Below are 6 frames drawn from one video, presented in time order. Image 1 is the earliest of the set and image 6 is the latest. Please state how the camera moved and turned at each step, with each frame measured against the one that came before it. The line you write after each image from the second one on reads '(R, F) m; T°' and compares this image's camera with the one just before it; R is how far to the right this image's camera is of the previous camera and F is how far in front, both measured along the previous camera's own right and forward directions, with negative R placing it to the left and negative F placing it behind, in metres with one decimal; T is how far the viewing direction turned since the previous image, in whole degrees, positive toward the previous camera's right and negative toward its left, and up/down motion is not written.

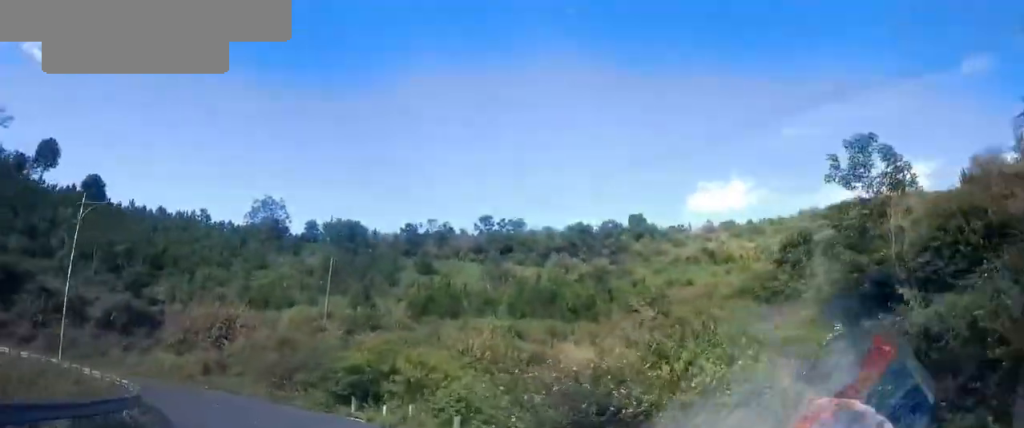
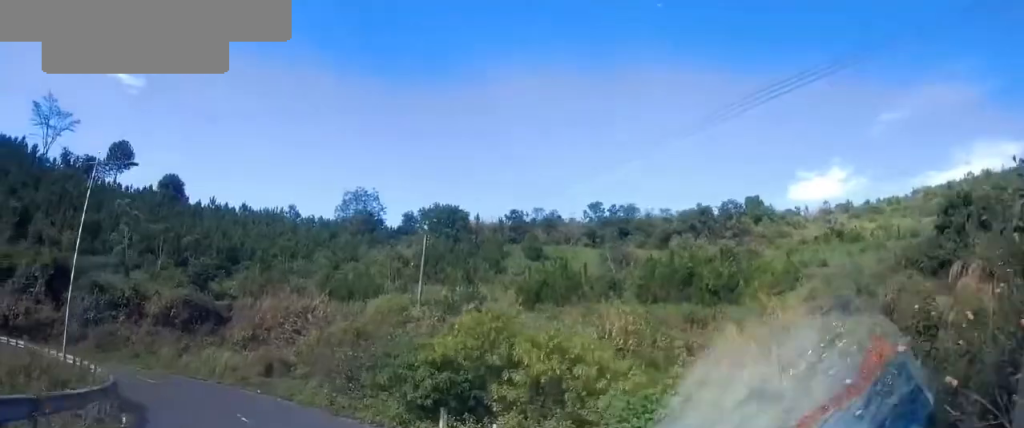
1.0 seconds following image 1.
(-1.6, +6.8) m; -18°
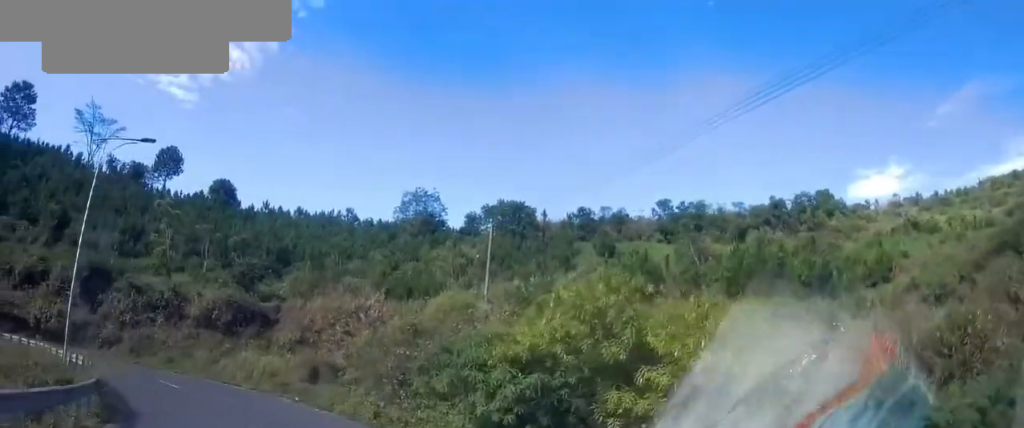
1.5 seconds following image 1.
(-0.2, +3.7) m; -3°
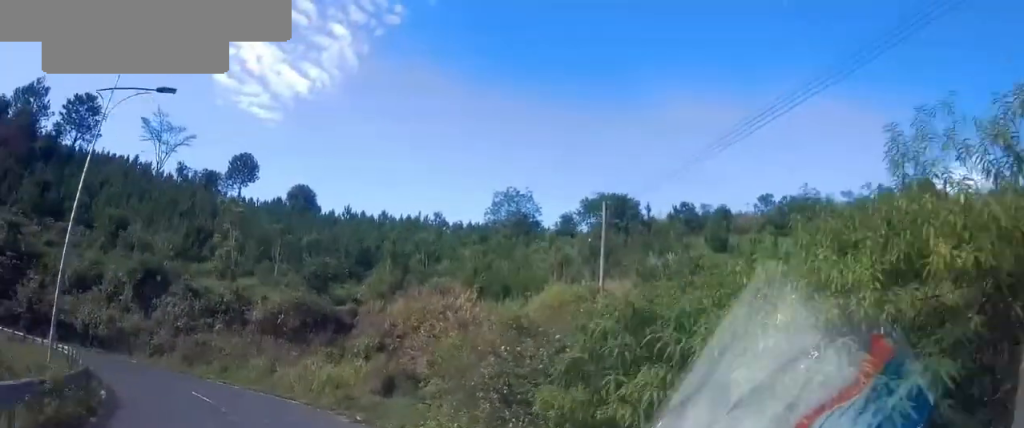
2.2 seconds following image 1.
(-0.2, +5.3) m; -5°
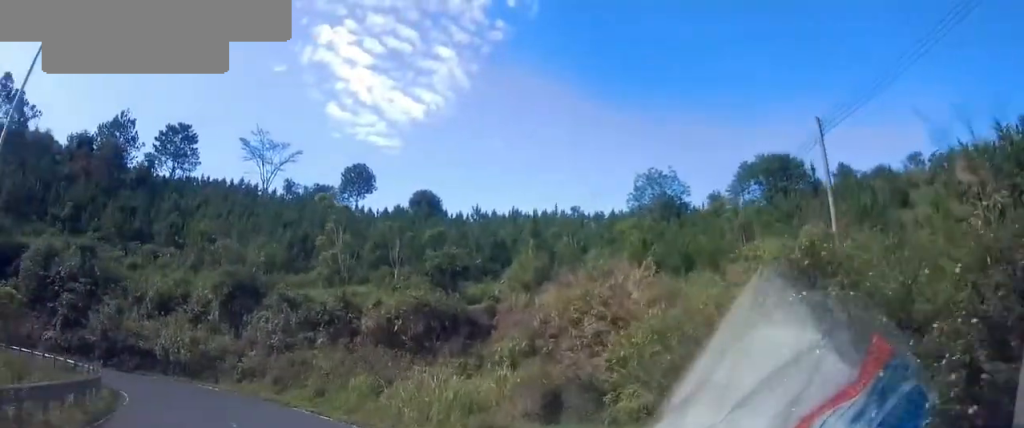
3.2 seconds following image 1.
(-0.5, +7.8) m; -12°
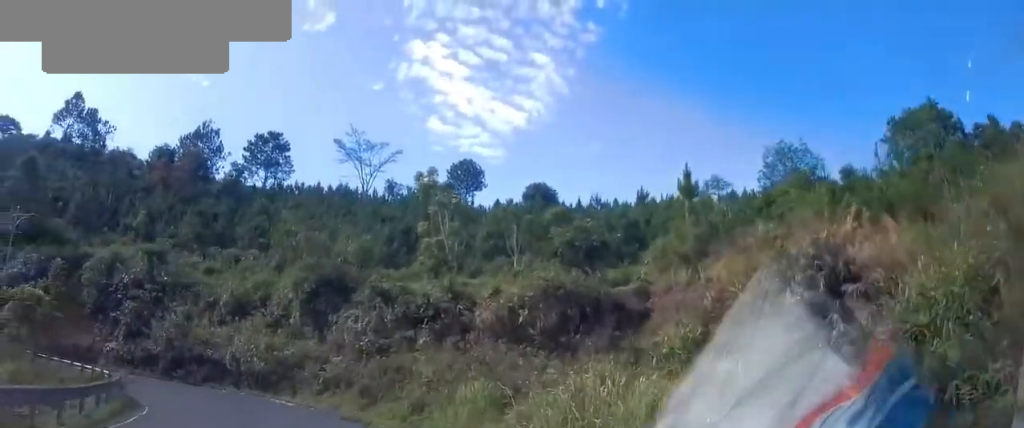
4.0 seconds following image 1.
(-0.7, +6.5) m; -16°
